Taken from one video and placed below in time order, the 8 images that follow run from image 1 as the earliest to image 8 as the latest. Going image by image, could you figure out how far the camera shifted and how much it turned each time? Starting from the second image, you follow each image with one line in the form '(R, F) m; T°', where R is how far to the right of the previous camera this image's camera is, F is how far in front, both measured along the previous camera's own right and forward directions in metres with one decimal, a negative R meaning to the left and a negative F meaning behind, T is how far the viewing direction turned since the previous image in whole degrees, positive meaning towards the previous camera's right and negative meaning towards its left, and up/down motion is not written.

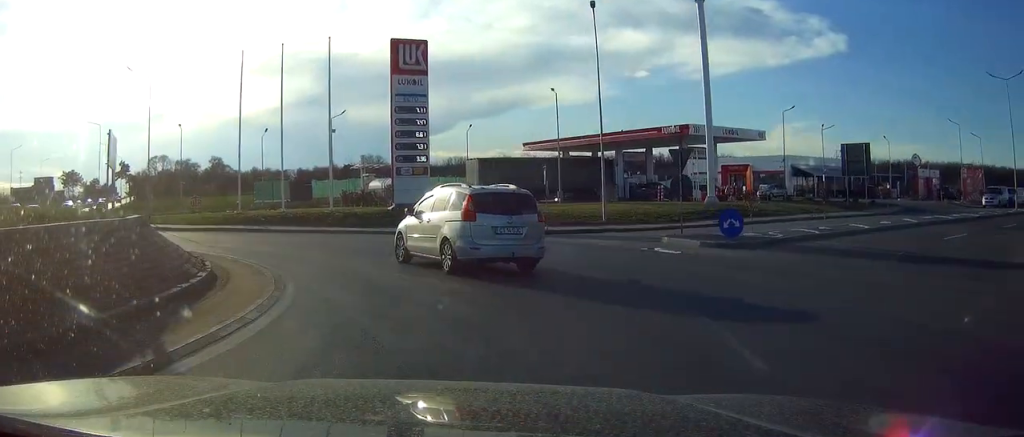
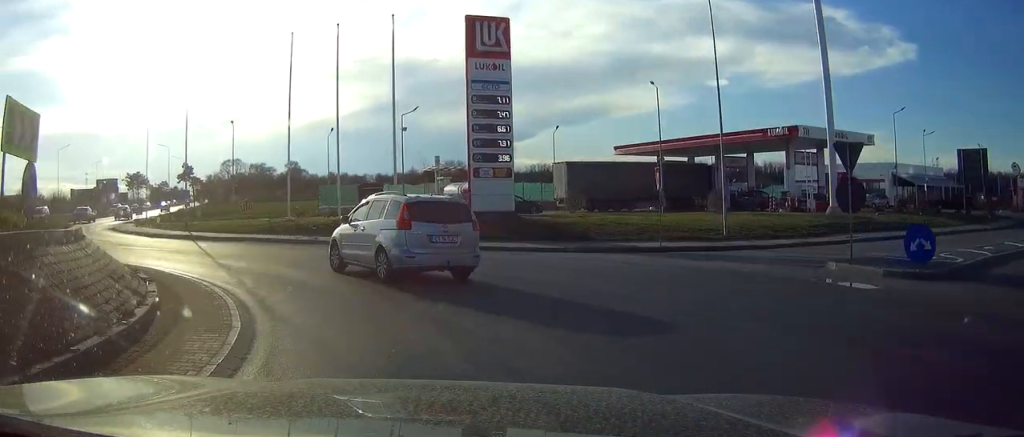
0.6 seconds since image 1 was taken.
(0.0, +5.9) m; -6°
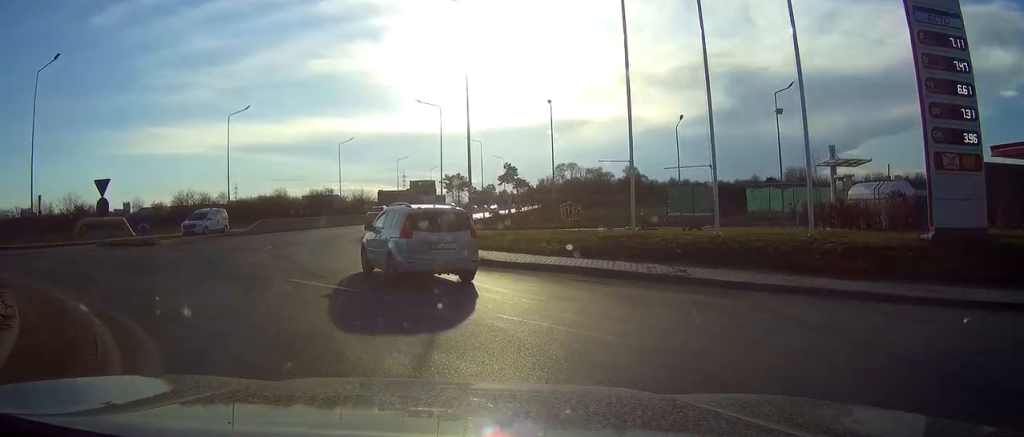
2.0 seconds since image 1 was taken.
(-2.7, +12.9) m; -24°
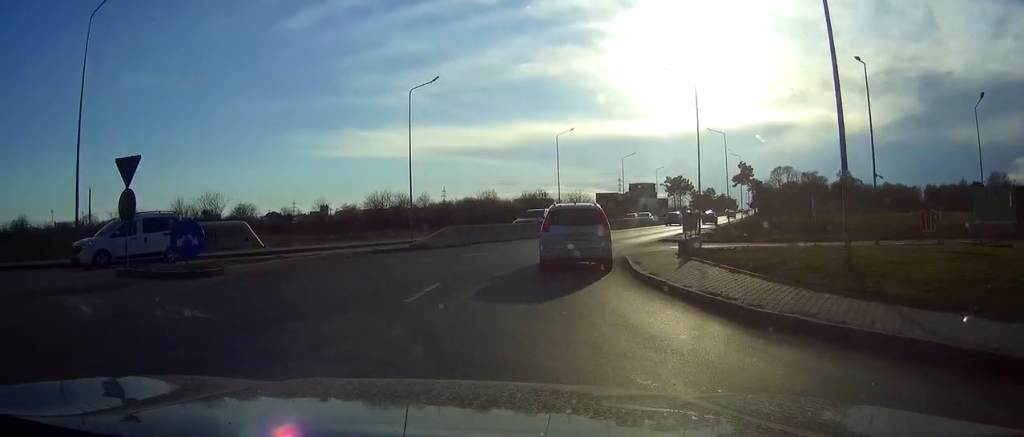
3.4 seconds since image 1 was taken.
(-2.4, +13.5) m; -14°
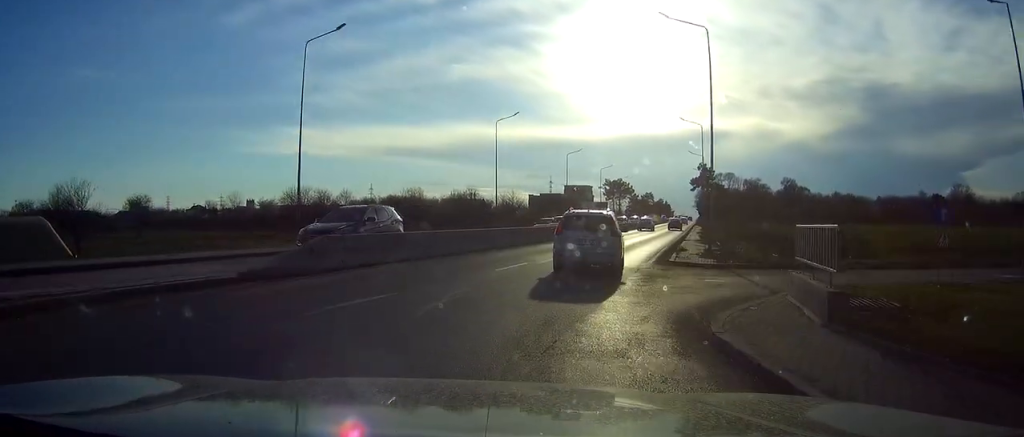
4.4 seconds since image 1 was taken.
(-0.1, +12.2) m; +3°
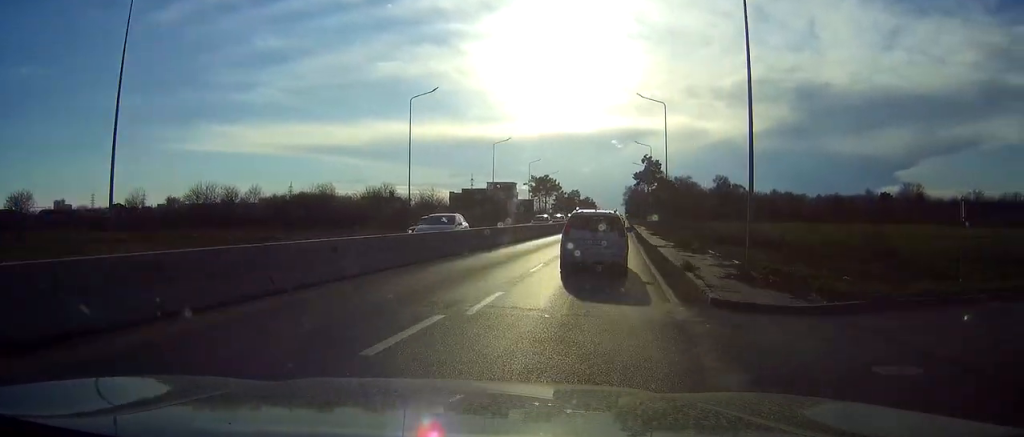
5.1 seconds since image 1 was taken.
(+0.7, +10.9) m; +5°
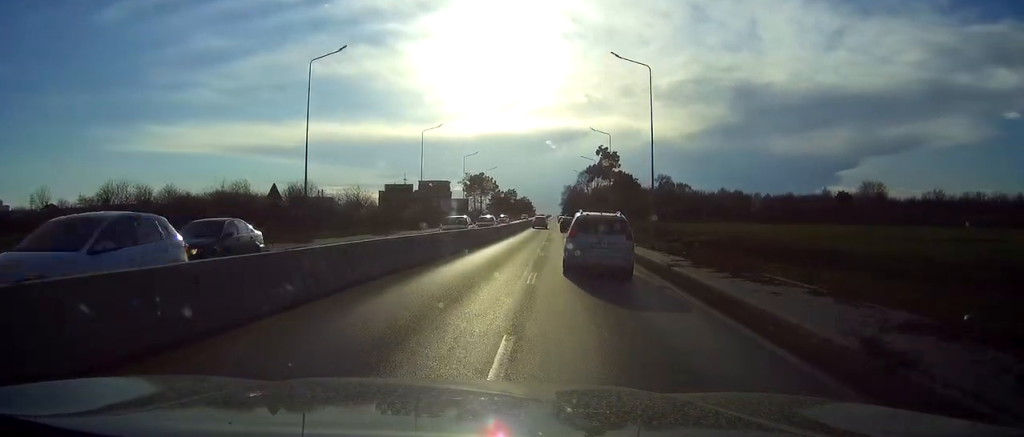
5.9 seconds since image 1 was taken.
(+0.6, +12.2) m; +5°
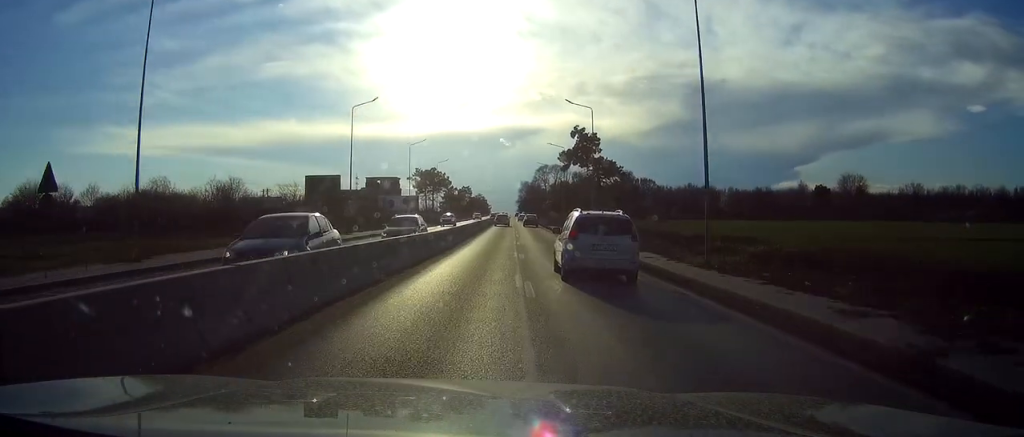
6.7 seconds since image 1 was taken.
(+0.5, +14.1) m; +4°
